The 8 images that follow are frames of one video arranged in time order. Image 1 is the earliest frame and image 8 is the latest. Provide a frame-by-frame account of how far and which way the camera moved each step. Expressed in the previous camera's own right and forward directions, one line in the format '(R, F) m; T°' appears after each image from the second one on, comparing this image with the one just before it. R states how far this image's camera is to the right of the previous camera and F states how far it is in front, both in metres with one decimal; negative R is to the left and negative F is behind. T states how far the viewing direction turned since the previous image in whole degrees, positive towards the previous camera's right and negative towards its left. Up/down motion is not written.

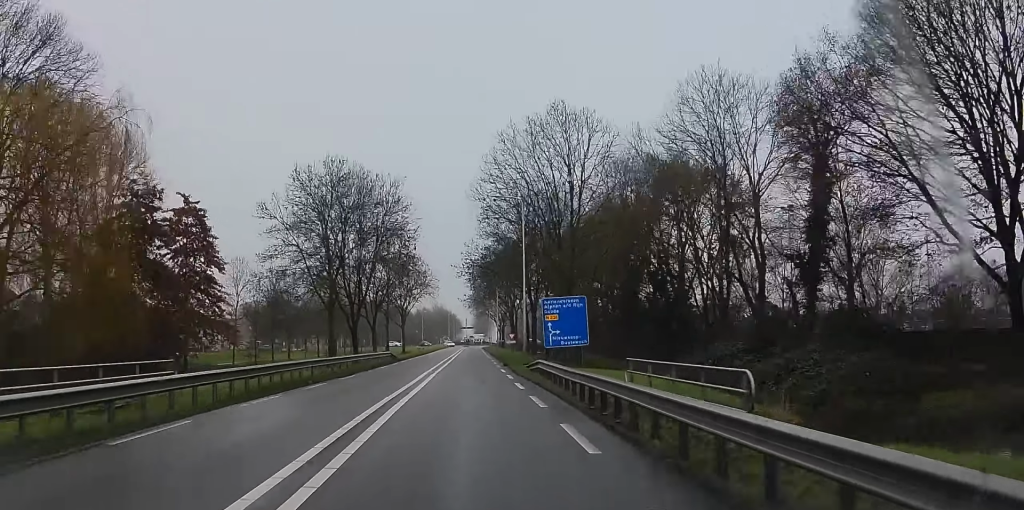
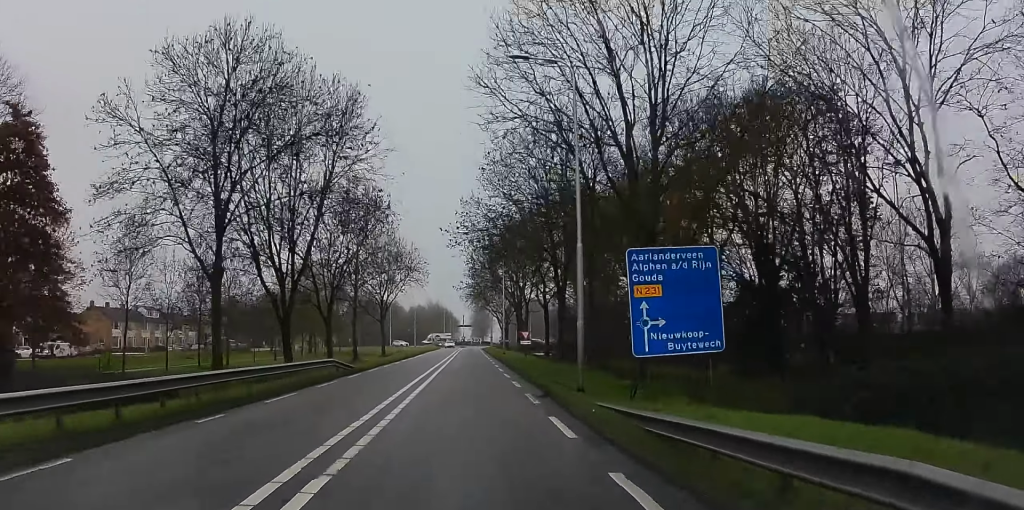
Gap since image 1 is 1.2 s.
(0.0, +22.2) m; 0°
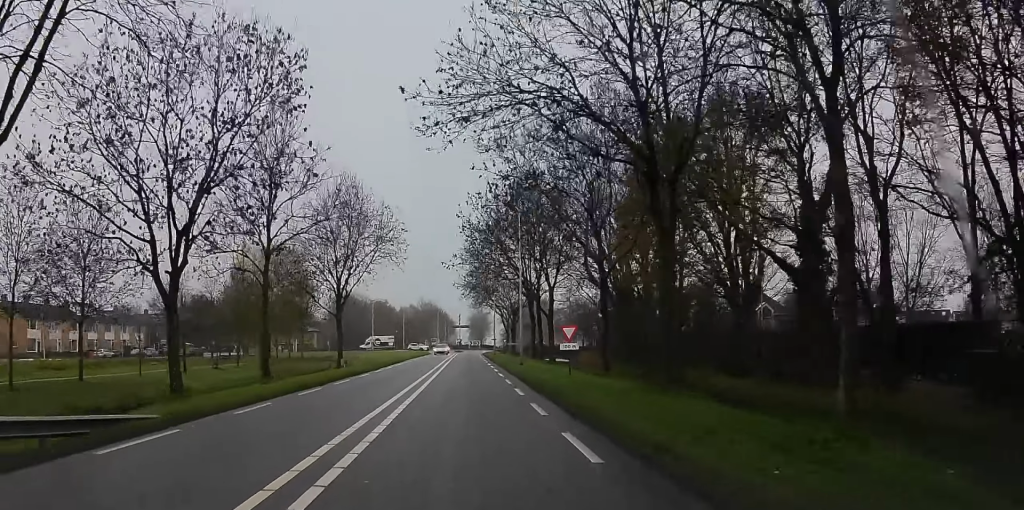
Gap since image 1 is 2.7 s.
(0.0, +26.4) m; 0°
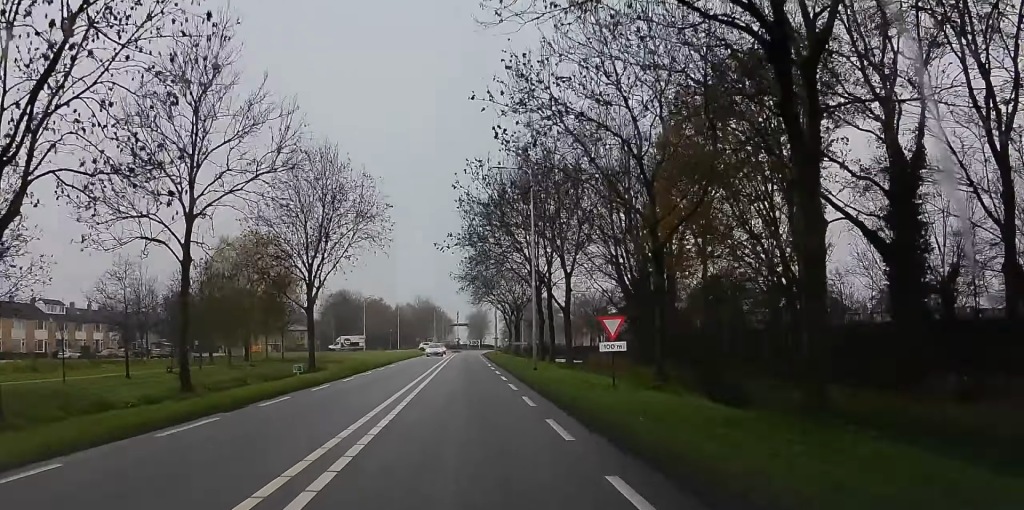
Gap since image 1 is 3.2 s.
(0.0, +9.7) m; 0°
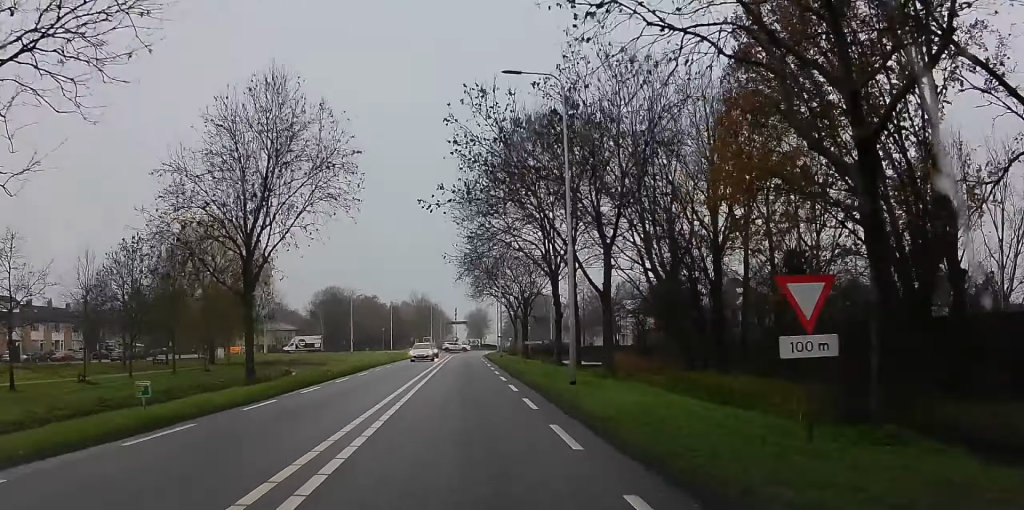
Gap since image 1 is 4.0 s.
(0.0, +12.7) m; 0°
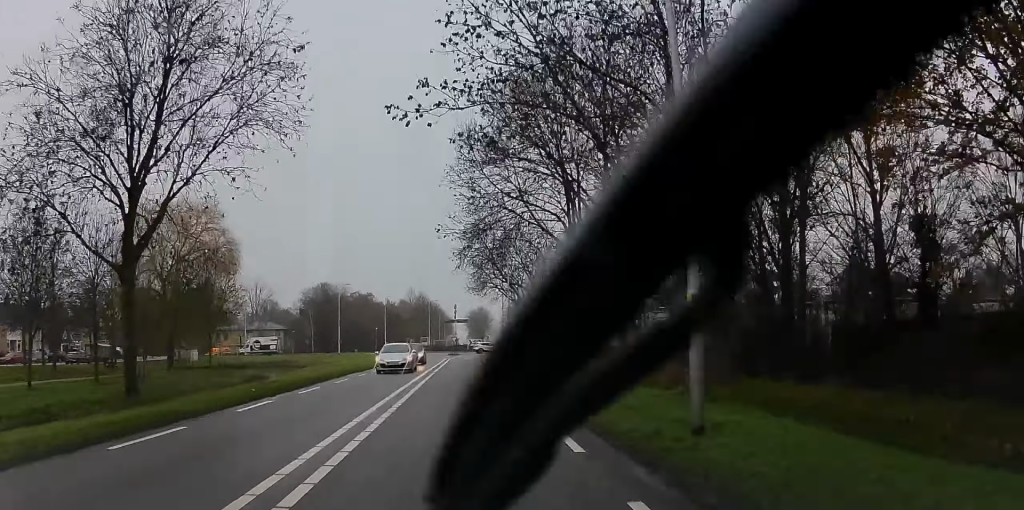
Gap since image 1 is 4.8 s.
(0.0, +12.4) m; 0°
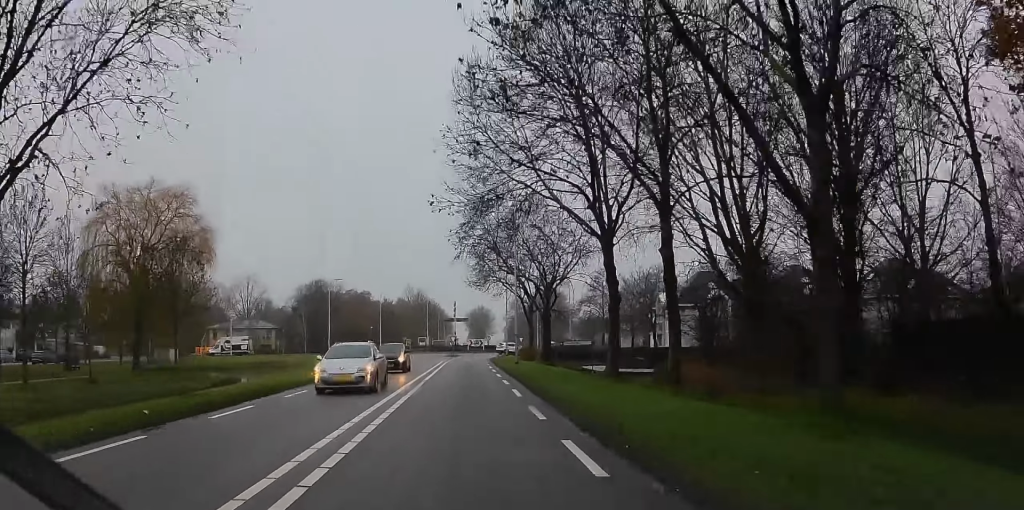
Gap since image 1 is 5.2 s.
(0.0, +7.0) m; 0°
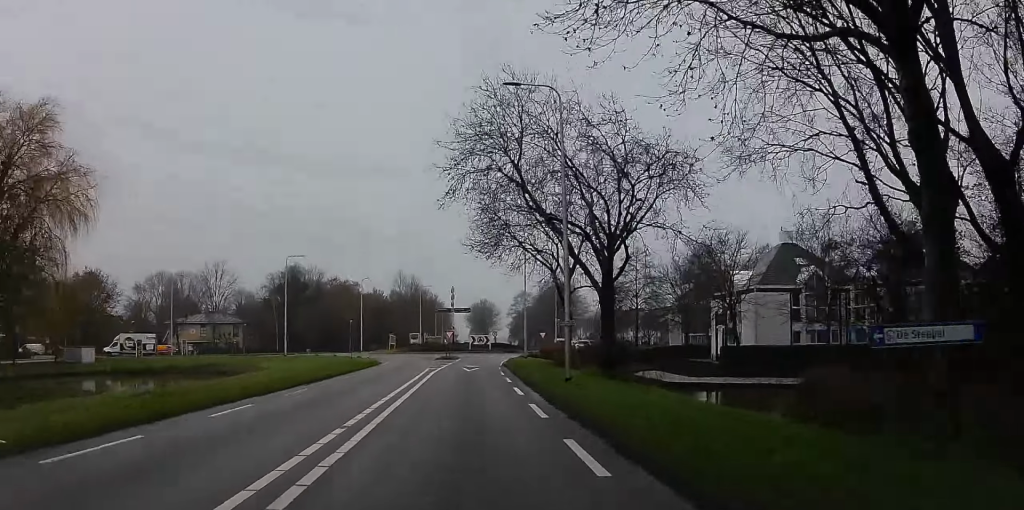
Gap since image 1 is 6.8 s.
(0.0, +24.3) m; 0°
